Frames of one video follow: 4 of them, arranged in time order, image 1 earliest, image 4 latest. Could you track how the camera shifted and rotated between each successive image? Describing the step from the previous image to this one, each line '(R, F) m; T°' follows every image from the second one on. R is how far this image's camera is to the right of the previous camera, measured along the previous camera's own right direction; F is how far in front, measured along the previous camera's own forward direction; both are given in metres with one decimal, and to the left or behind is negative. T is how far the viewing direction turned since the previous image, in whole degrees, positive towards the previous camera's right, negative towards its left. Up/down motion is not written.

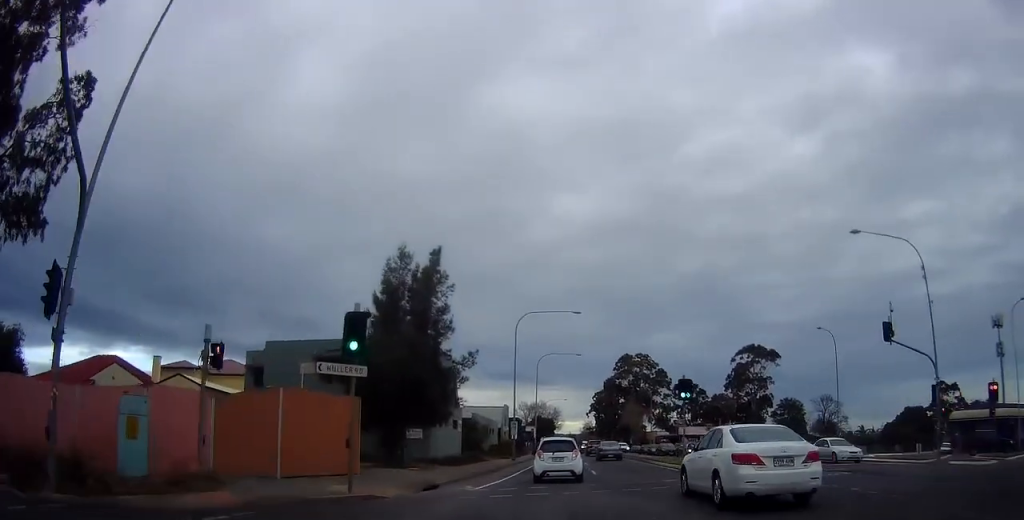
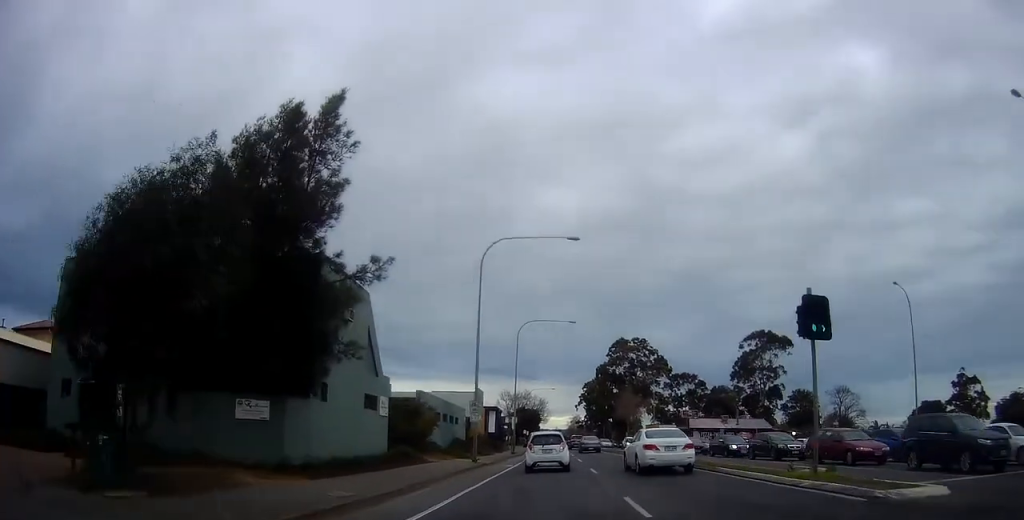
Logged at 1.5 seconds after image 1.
(0.0, +16.1) m; +2°
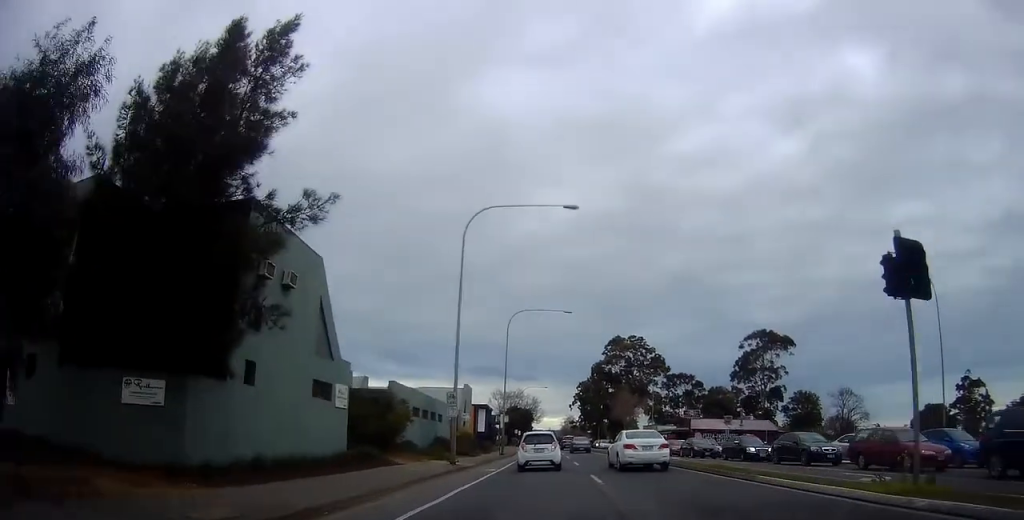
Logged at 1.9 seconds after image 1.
(+0.1, +4.5) m; +1°
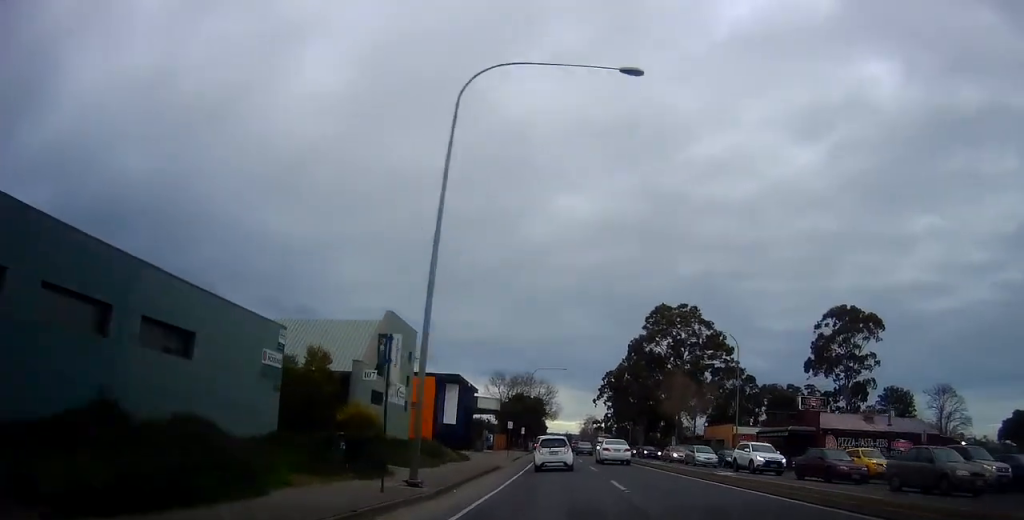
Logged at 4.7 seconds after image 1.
(-0.4, +34.2) m; -3°
